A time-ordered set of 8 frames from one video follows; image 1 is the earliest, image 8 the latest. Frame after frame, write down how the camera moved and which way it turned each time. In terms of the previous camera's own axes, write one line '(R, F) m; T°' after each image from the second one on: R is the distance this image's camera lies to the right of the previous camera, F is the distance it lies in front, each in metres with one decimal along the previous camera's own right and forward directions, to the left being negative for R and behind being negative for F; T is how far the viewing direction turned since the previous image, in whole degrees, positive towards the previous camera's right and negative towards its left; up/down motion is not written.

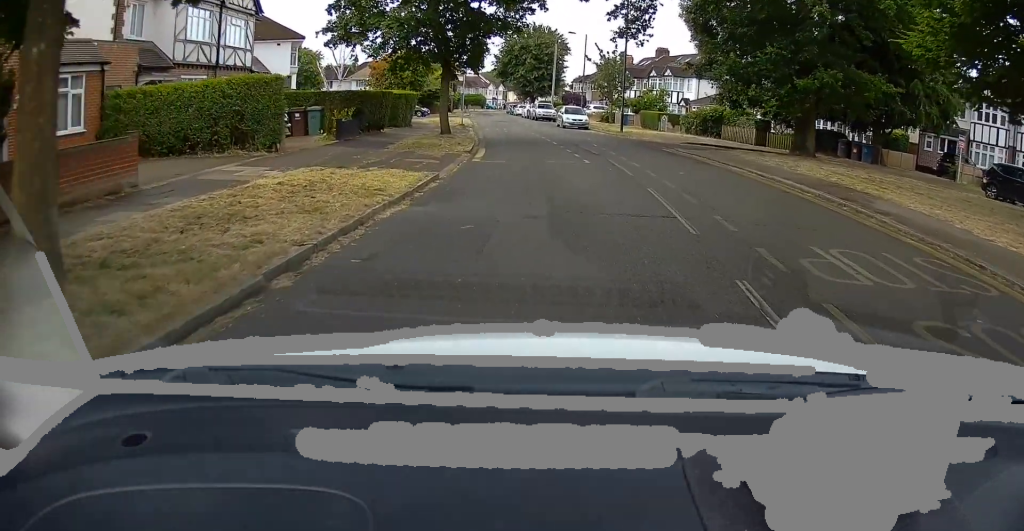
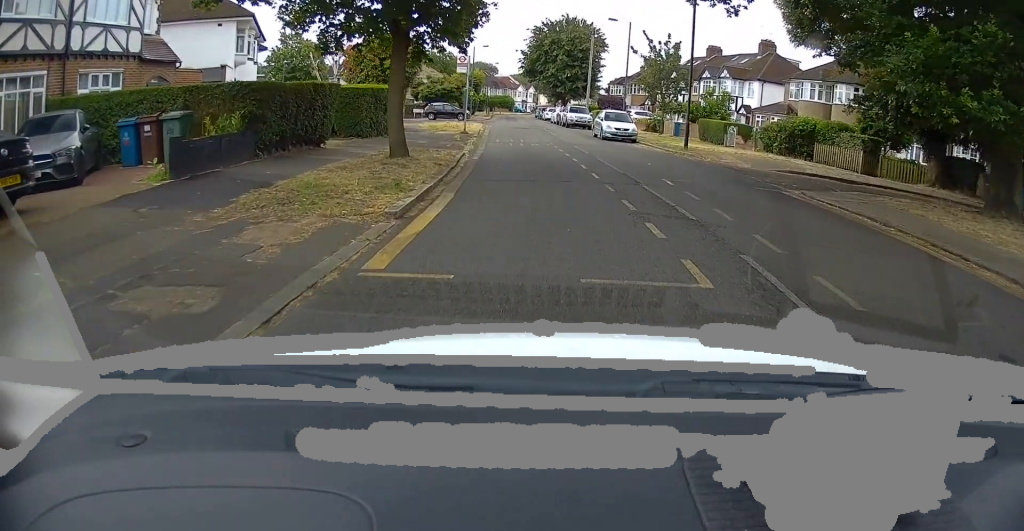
(-0.5, +10.9) m; -5°
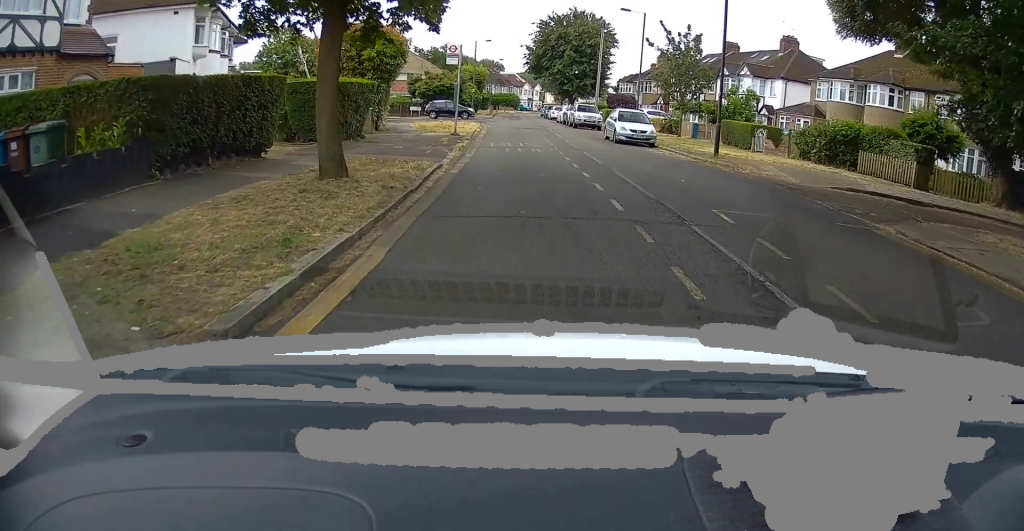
(-0.1, +4.2) m; -1°
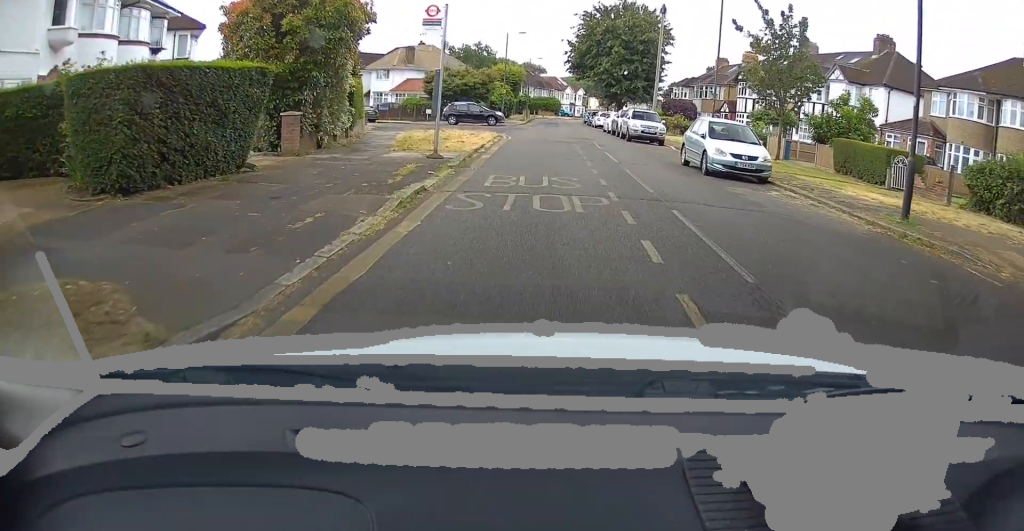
(-0.1, +10.9) m; -1°
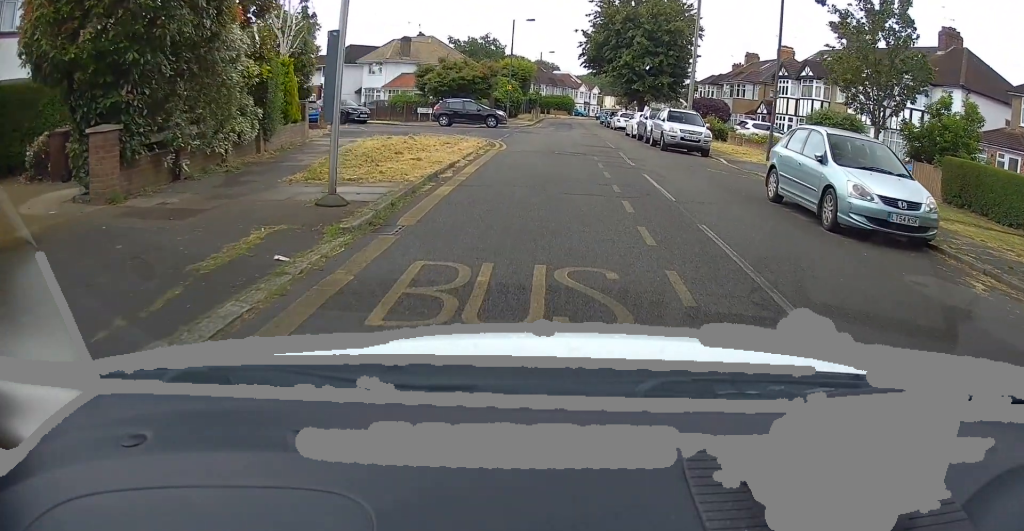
(-0.2, +7.4) m; -3°
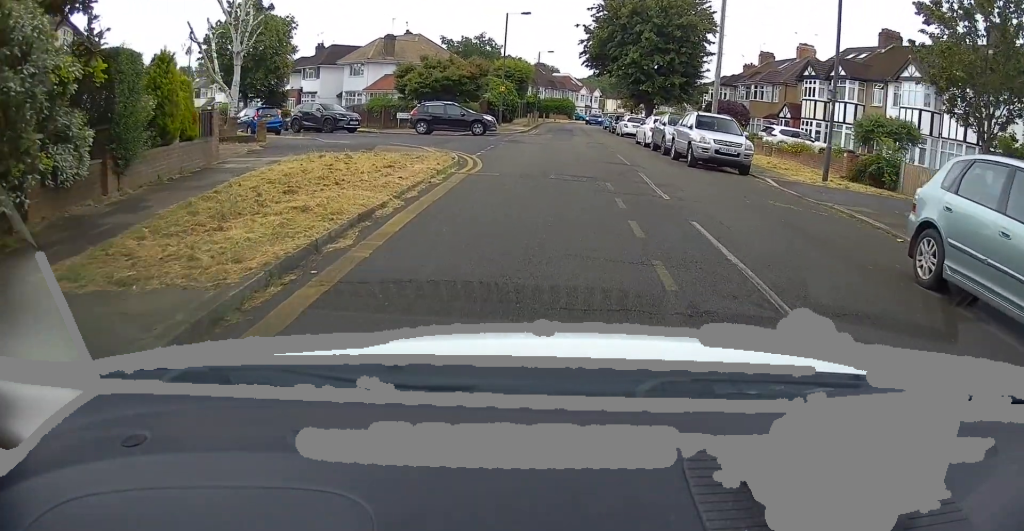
(-0.2, +5.6) m; -1°
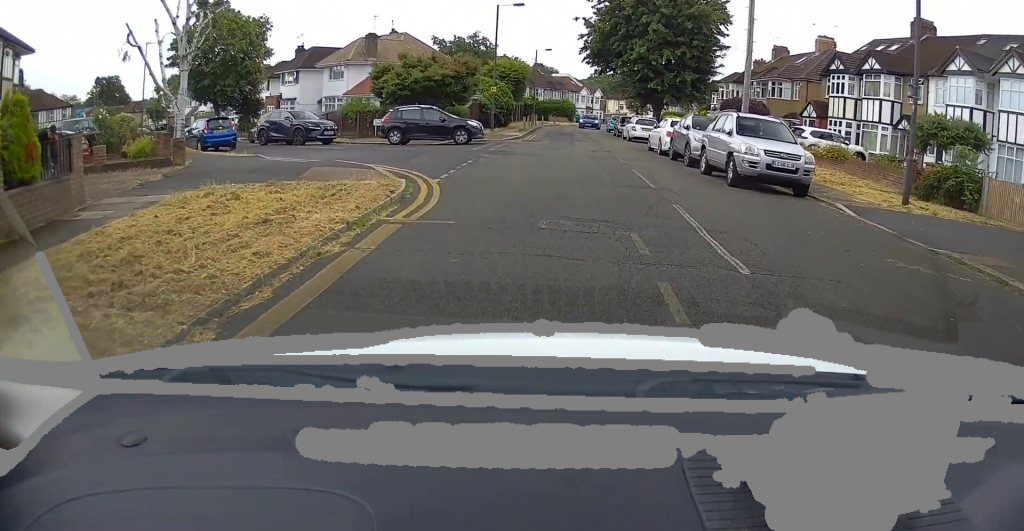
(+0.2, +4.6) m; +1°
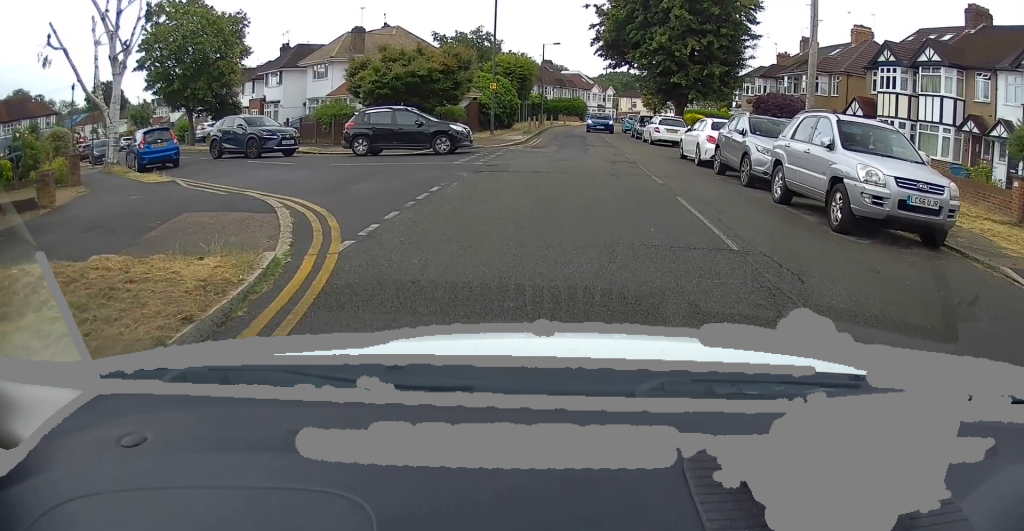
(-0.2, +4.9) m; -4°
